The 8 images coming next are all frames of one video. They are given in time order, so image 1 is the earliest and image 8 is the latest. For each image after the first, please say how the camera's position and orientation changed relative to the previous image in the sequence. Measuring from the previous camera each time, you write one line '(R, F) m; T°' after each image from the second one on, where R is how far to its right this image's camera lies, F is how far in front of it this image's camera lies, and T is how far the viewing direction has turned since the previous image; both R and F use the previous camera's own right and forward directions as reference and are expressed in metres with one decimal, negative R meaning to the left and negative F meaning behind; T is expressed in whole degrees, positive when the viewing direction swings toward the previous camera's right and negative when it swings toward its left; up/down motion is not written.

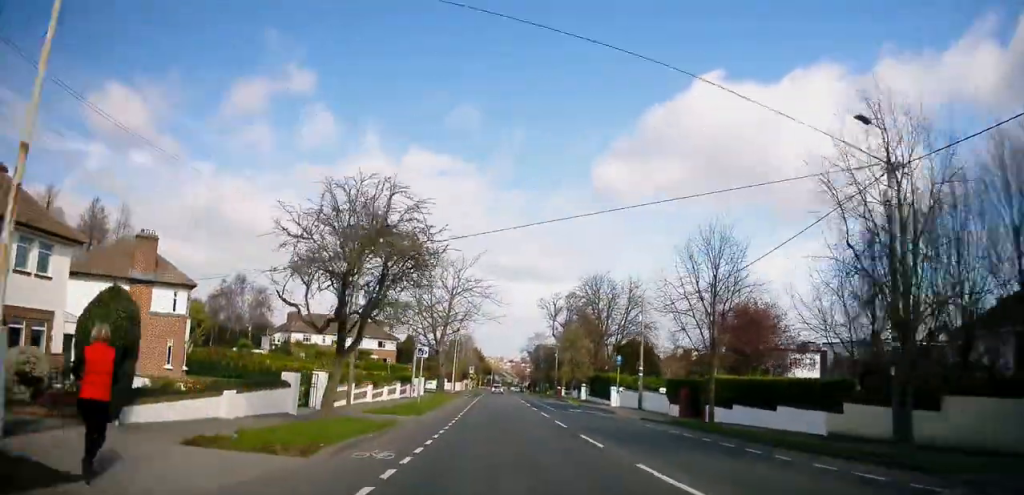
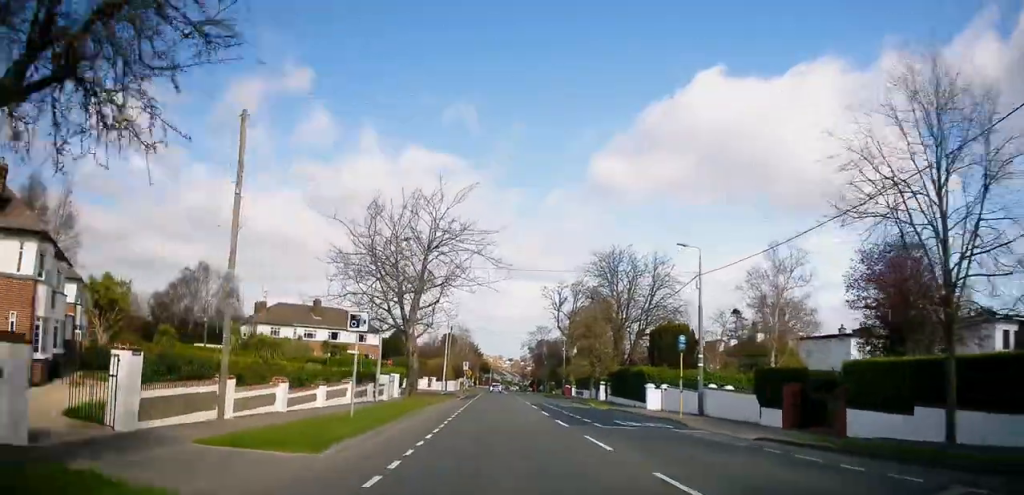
(-0.2, +13.2) m; +1°
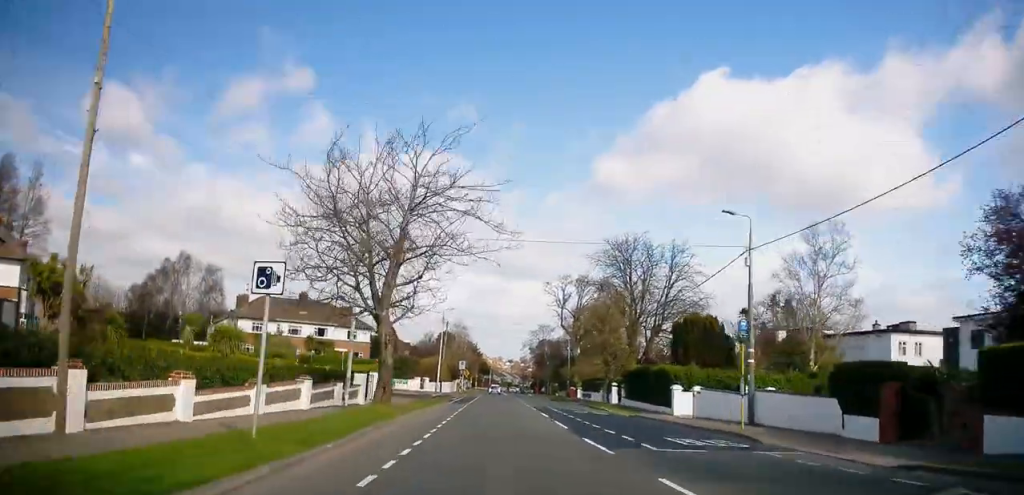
(+0.1, +6.5) m; +1°
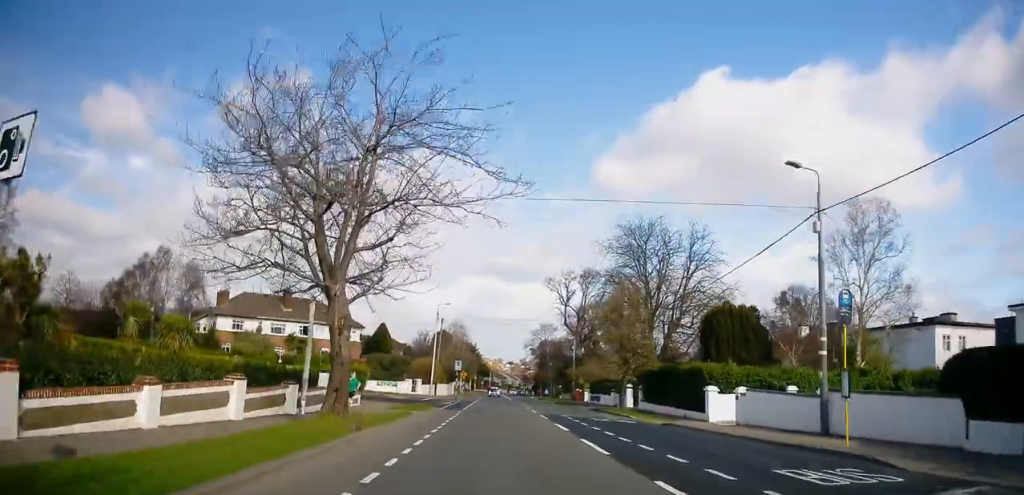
(+0.2, +5.5) m; 0°
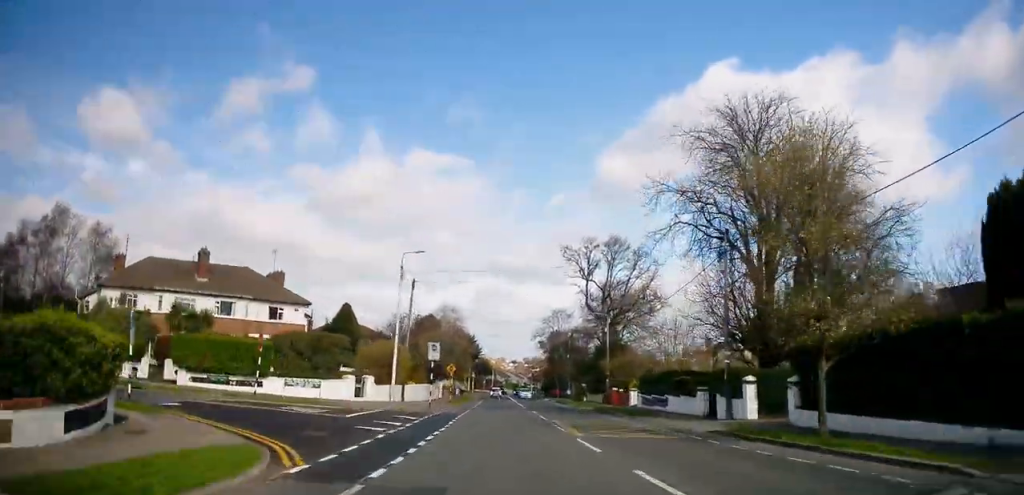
(-0.6, +22.5) m; -1°
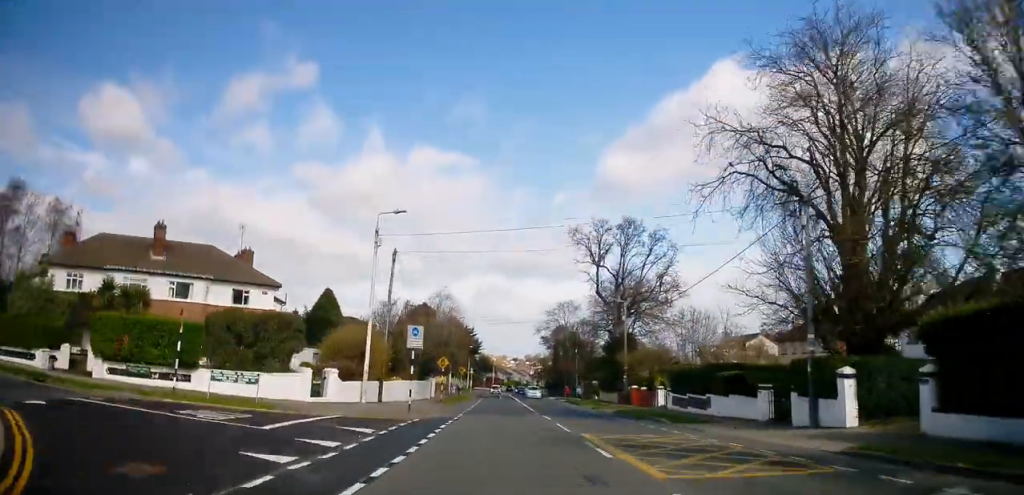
(-0.1, +7.5) m; +1°
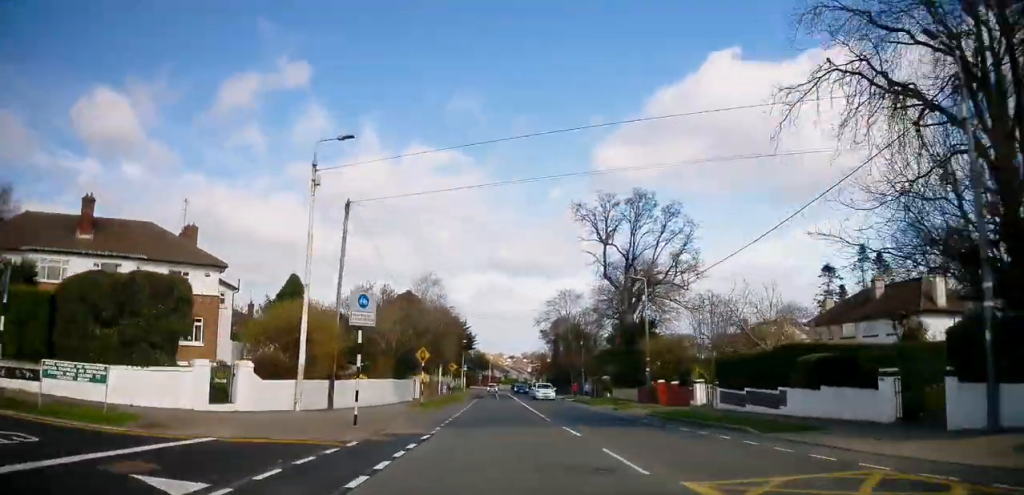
(+0.7, +8.6) m; -2°
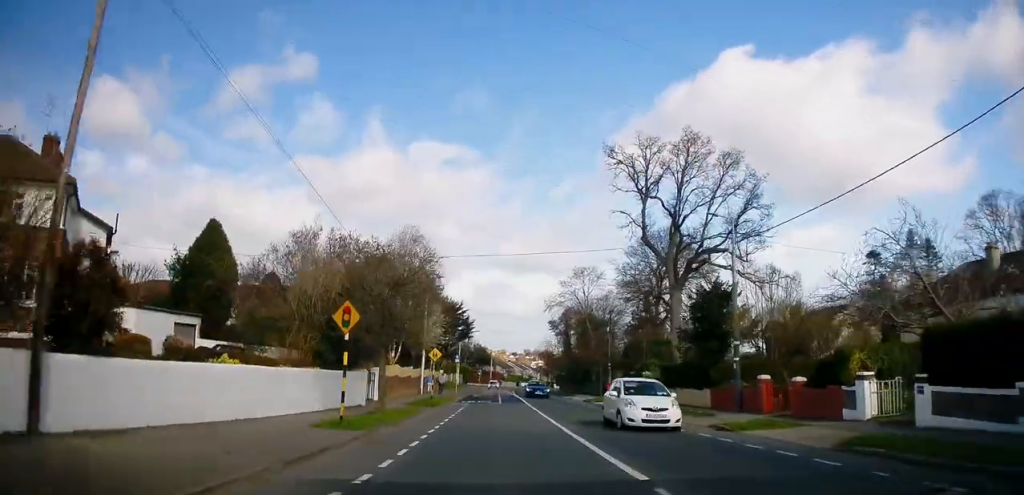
(-1.2, +15.2) m; -4°
